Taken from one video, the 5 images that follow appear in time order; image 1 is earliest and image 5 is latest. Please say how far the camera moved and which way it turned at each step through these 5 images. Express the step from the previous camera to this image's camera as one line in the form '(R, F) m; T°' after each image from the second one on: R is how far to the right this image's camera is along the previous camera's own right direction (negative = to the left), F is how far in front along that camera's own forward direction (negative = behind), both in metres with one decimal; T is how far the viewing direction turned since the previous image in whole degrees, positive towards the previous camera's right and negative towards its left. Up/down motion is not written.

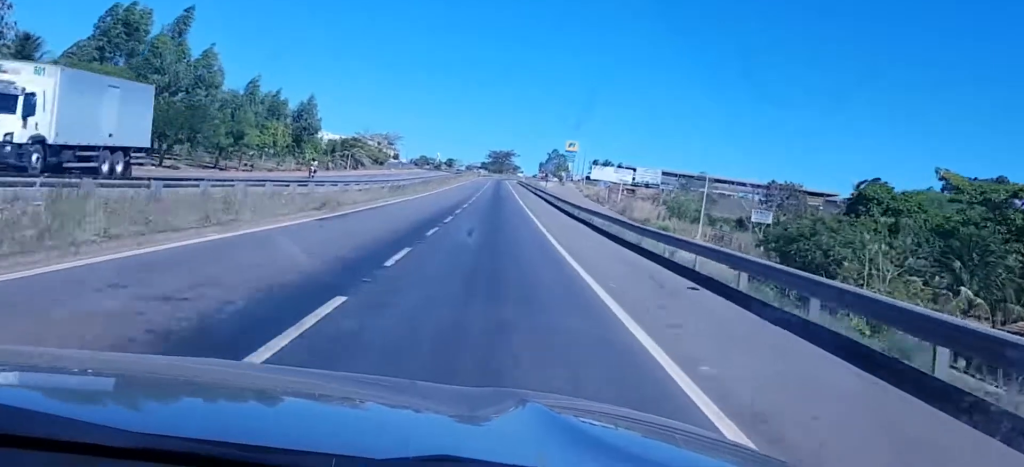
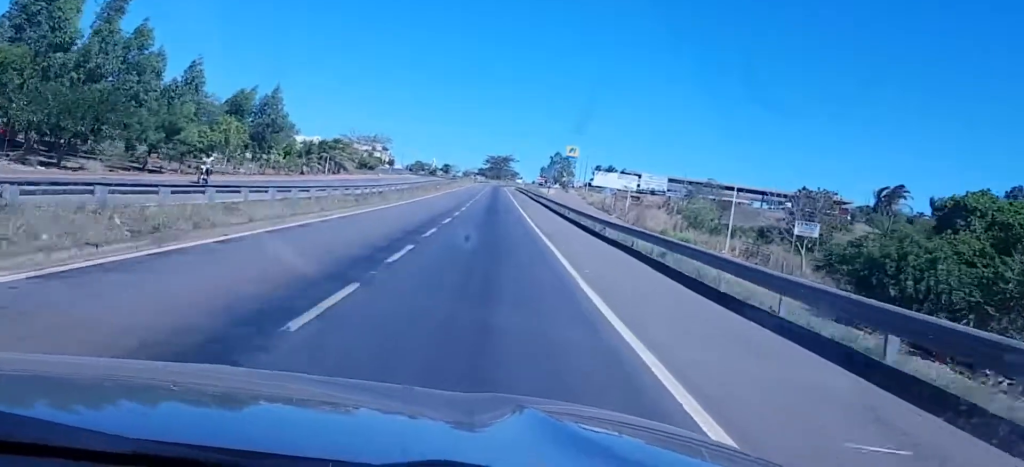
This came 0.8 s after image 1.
(-0.2, +15.3) m; -1°
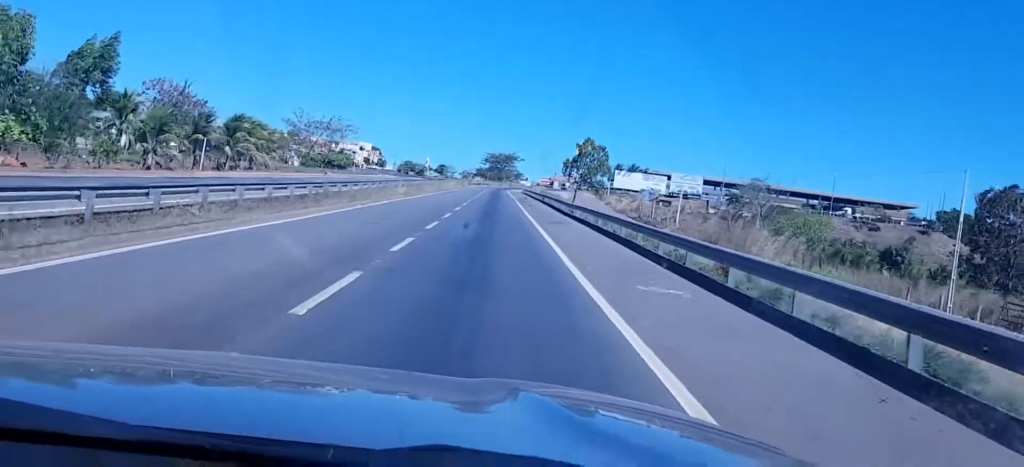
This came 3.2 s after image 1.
(-0.8, +49.9) m; -2°
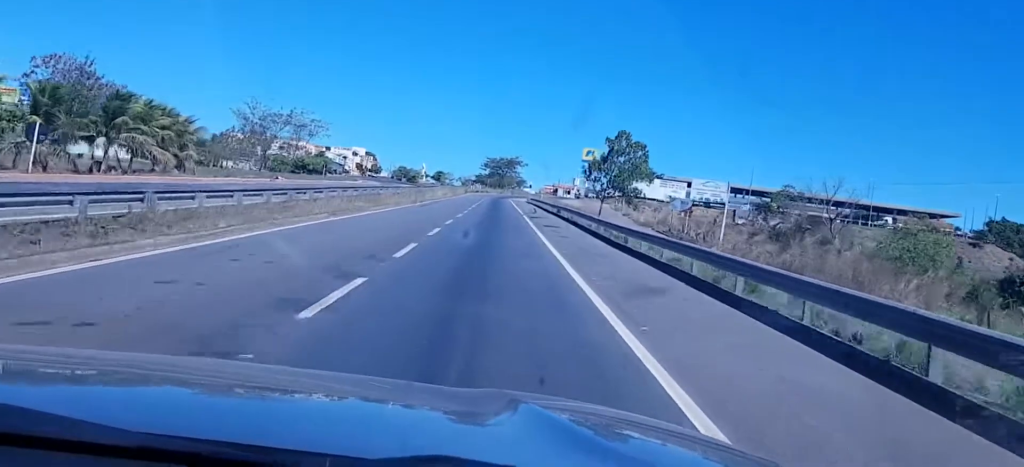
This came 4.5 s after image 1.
(+0.3, +25.4) m; 0°
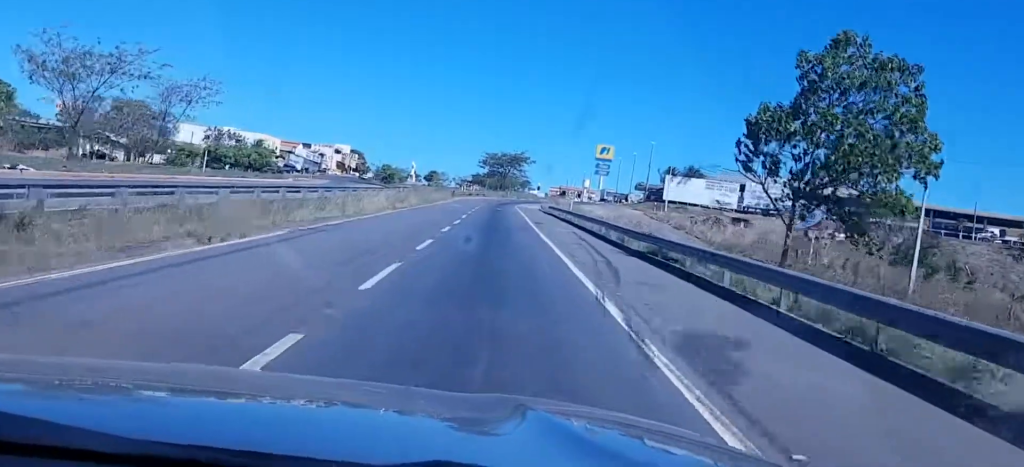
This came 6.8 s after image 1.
(+0.3, +47.6) m; +2°
